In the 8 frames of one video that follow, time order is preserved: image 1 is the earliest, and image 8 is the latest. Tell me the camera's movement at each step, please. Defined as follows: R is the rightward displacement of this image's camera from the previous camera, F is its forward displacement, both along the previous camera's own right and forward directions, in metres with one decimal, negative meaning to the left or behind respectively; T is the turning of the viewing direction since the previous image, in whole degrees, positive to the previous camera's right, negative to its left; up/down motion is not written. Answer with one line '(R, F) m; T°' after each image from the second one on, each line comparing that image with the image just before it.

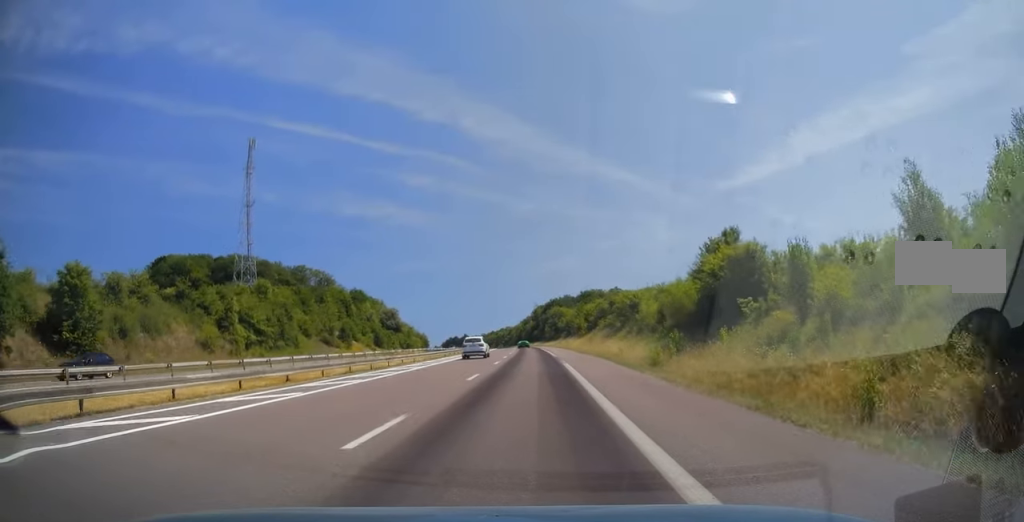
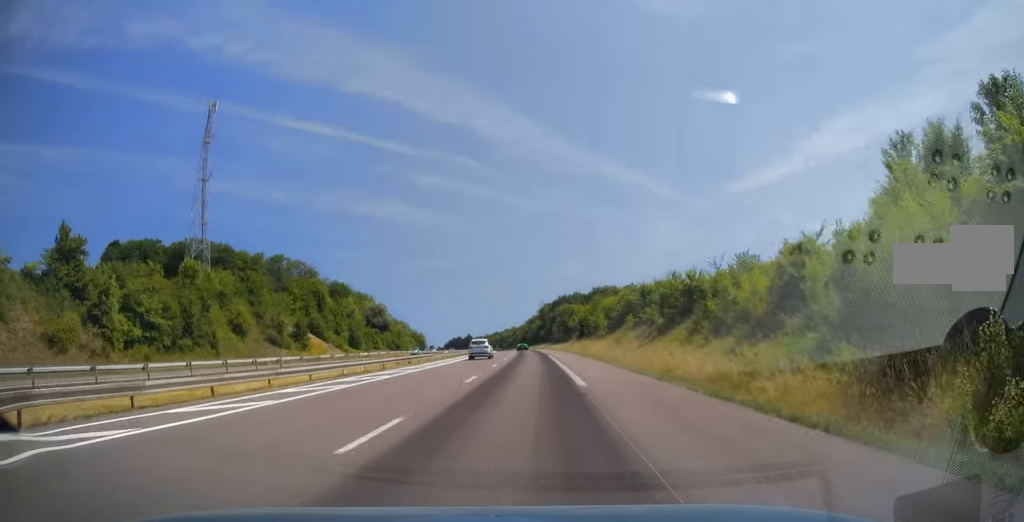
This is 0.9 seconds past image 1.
(+0.1, +26.2) m; 0°
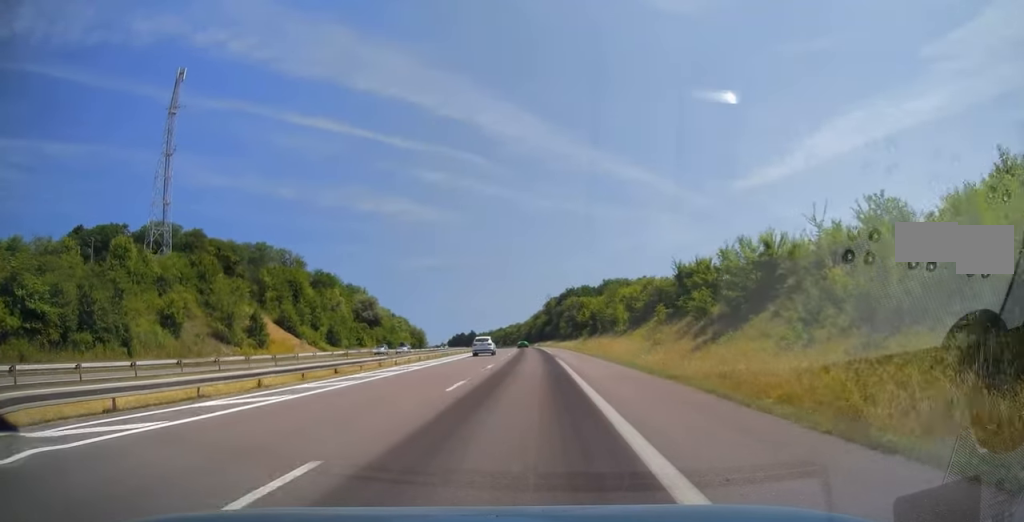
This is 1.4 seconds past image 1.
(-0.1, +17.1) m; -1°
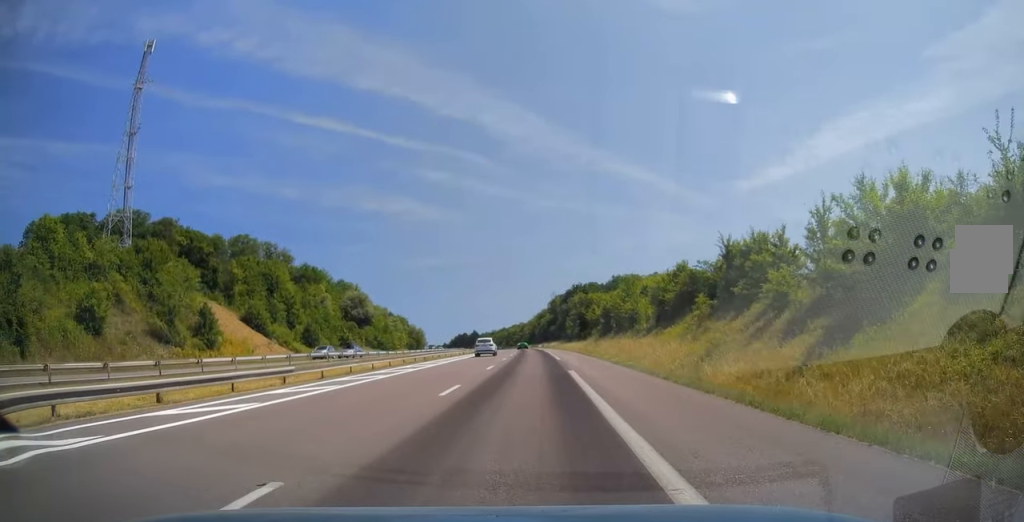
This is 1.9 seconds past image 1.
(-0.1, +14.2) m; -1°
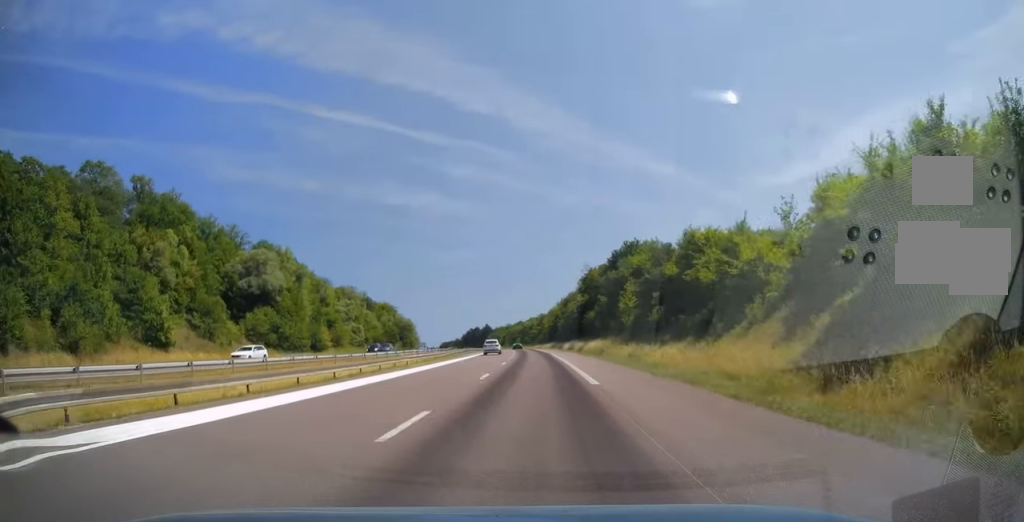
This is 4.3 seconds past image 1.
(-1.4, +72.4) m; -2°
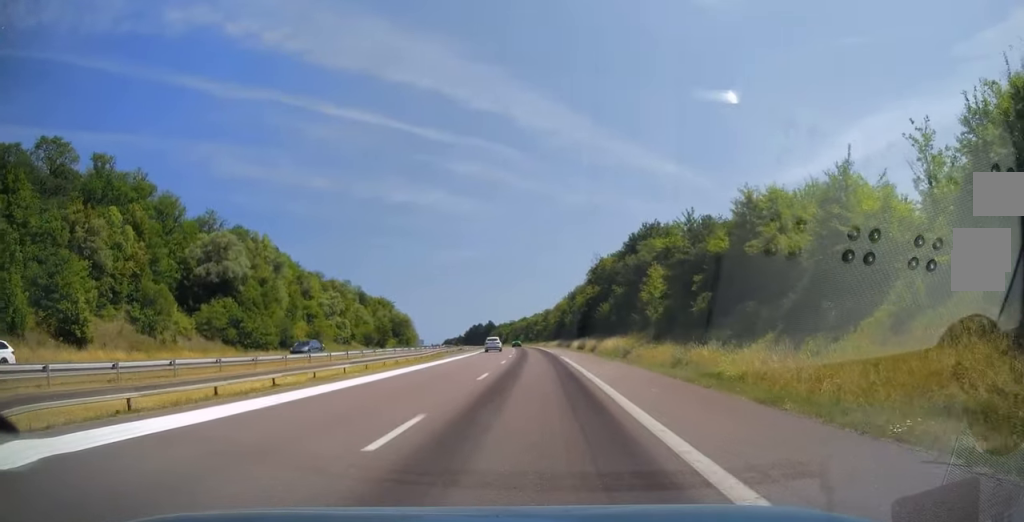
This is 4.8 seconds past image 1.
(-0.1, +14.1) m; 0°
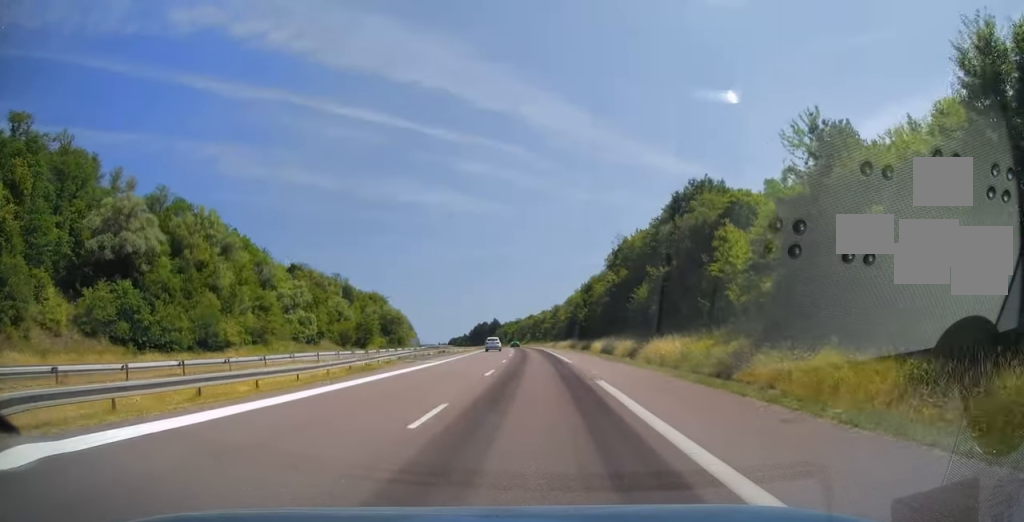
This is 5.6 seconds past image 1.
(+0.1, +24.3) m; -1°
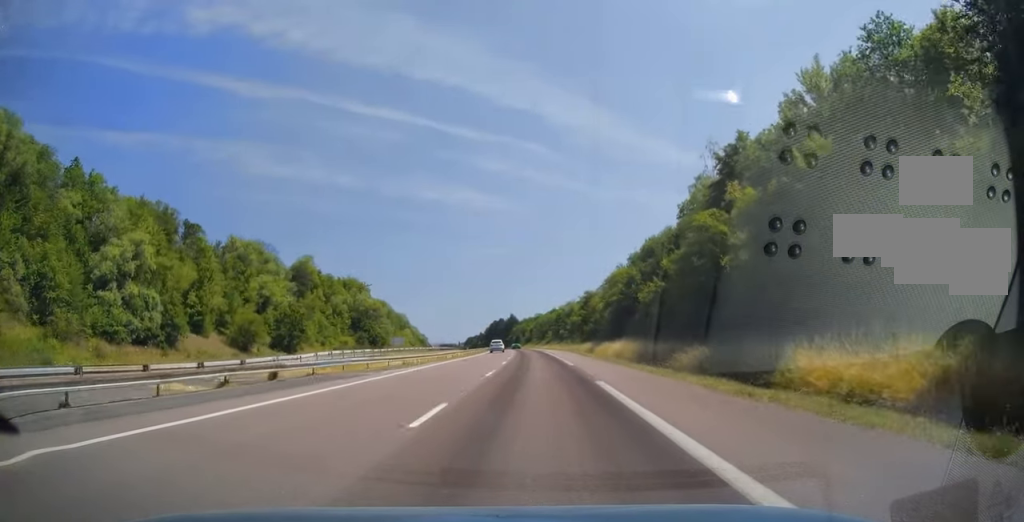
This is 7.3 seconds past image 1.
(-1.4, +52.1) m; -2°
